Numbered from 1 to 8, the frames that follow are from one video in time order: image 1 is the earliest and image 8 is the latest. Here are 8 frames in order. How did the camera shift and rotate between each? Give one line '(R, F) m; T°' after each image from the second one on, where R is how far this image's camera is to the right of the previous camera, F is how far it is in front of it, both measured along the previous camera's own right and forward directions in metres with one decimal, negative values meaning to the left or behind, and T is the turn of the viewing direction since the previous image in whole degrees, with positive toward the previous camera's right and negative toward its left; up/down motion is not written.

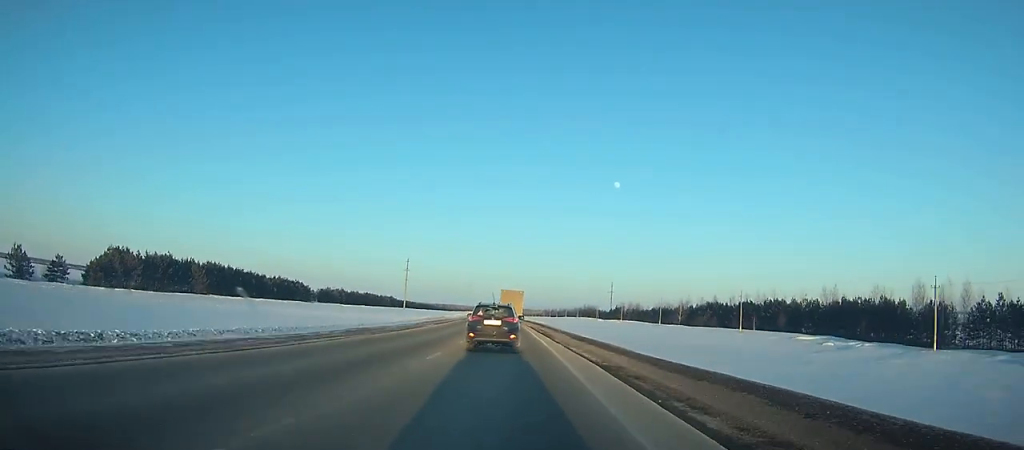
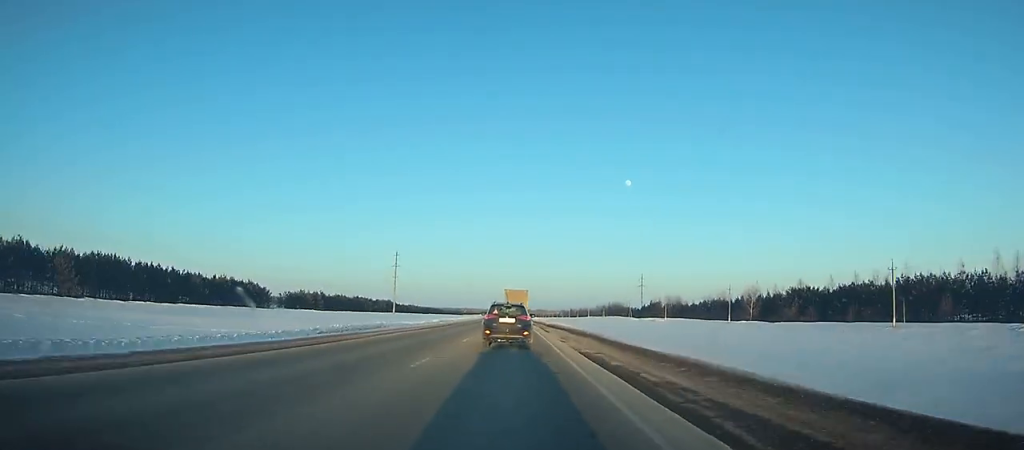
(-1.2, +51.1) m; -2°
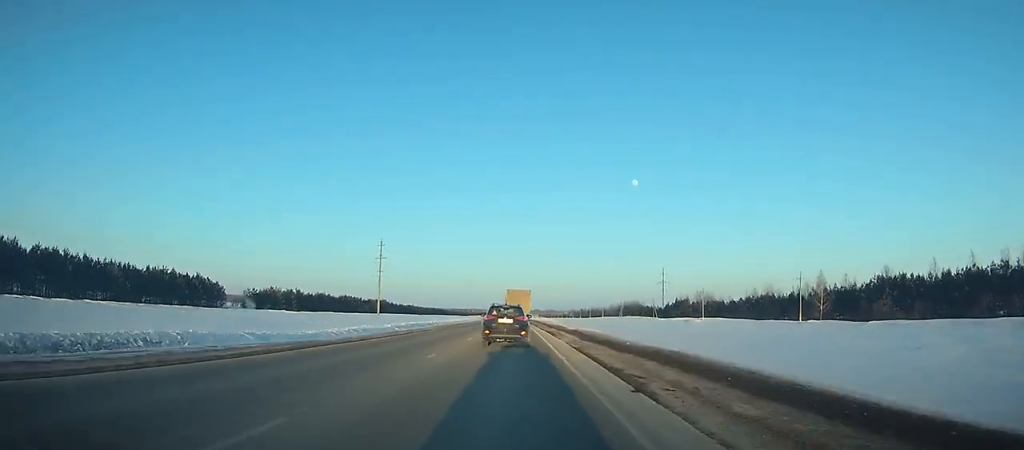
(-0.6, +34.2) m; -1°
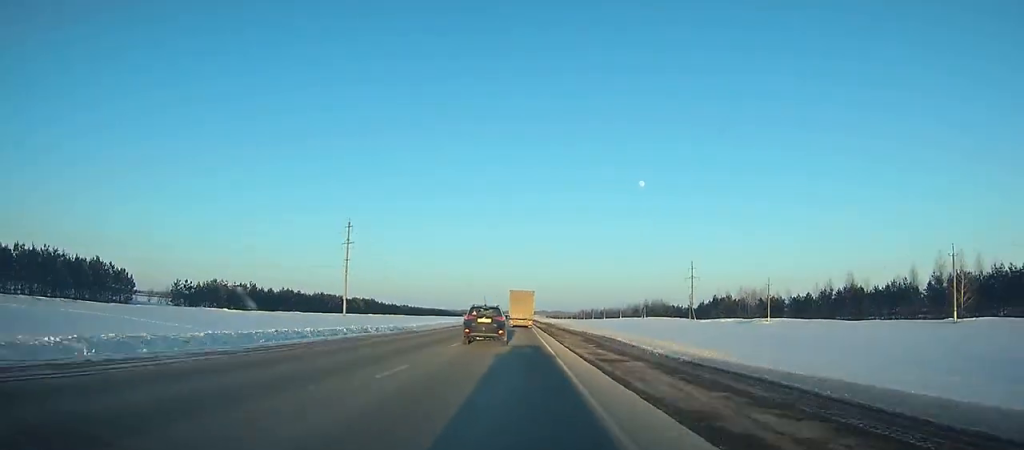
(-0.3, +41.2) m; -1°
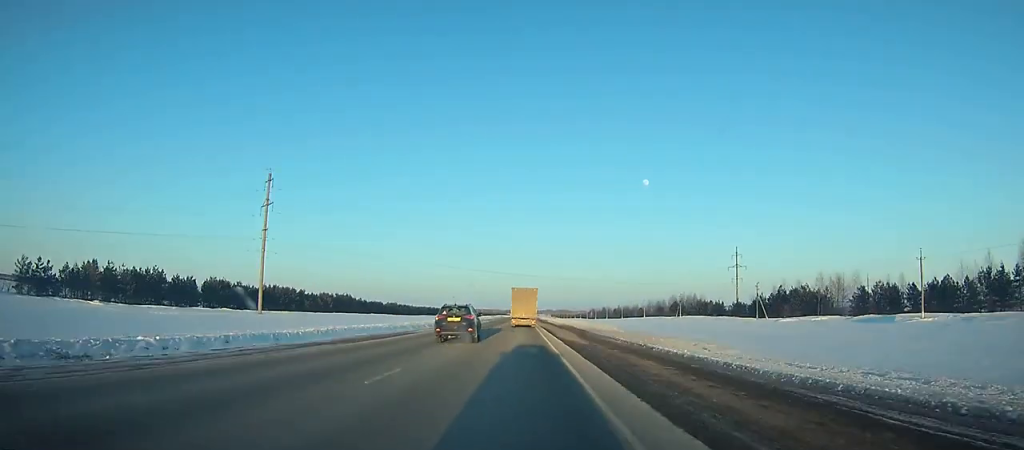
(-0.6, +49.6) m; -1°
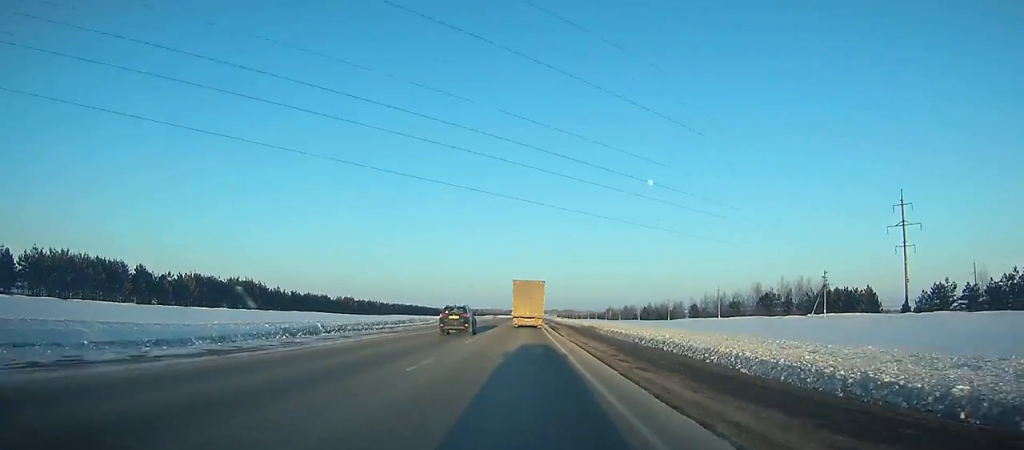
(-0.5, +91.8) m; 0°
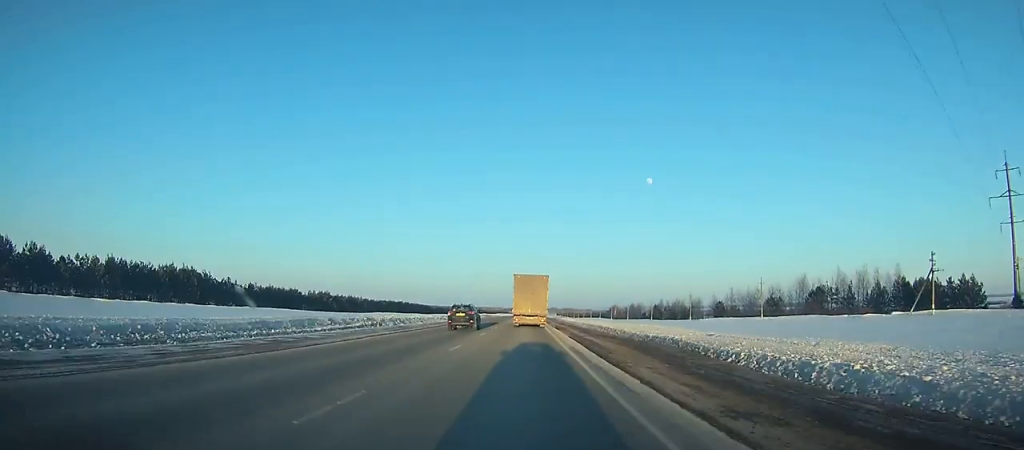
(0.0, +29.5) m; 0°
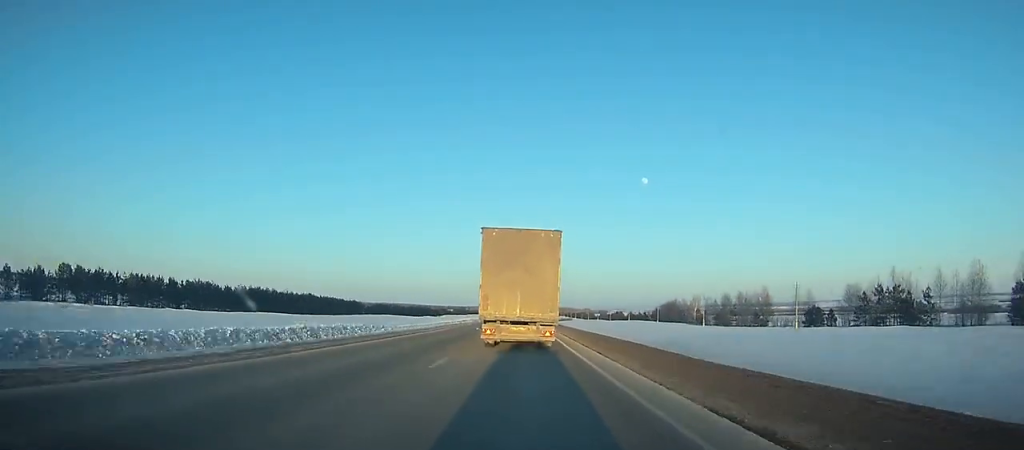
(+1.8, +195.0) m; +1°
